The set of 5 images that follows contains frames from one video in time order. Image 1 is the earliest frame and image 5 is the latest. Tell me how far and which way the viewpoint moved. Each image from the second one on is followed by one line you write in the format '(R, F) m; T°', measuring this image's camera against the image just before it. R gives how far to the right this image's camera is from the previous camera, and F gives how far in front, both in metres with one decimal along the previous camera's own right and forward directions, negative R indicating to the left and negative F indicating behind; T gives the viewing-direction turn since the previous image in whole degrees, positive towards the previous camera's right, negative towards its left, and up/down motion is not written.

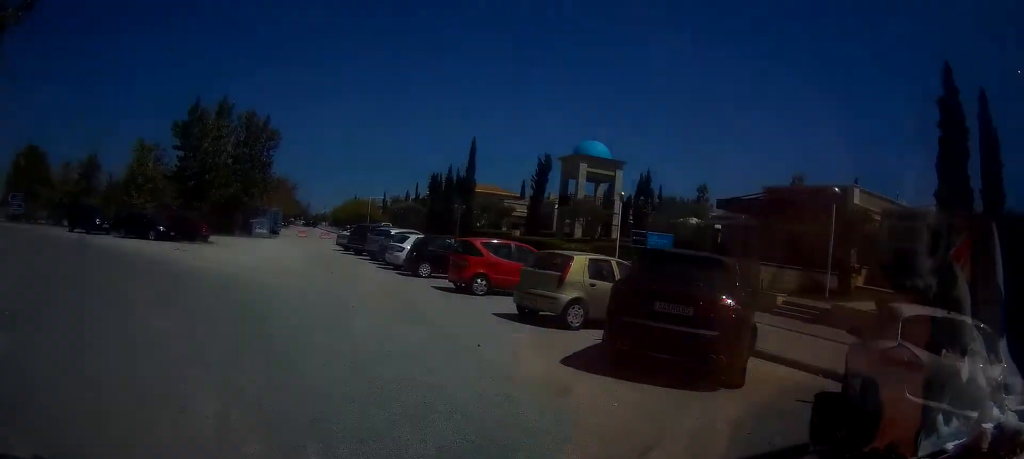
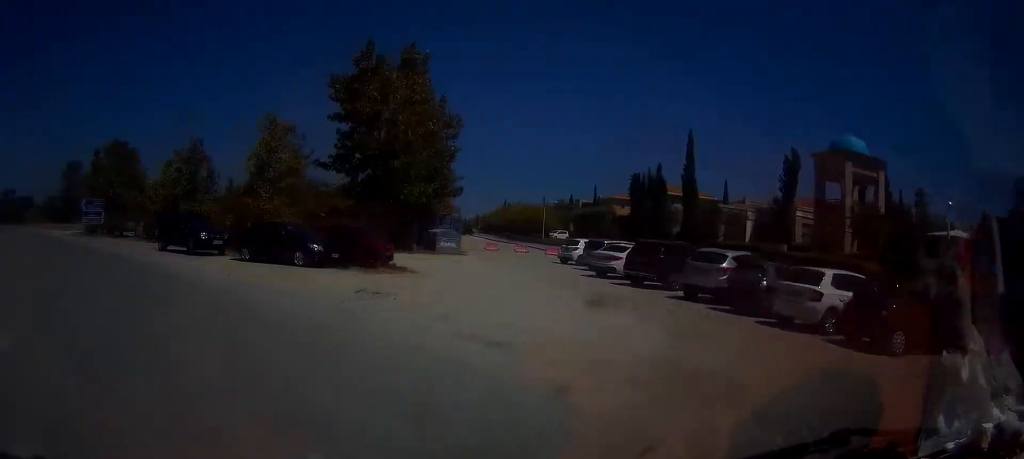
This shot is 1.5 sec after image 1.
(-1.4, +12.3) m; -13°
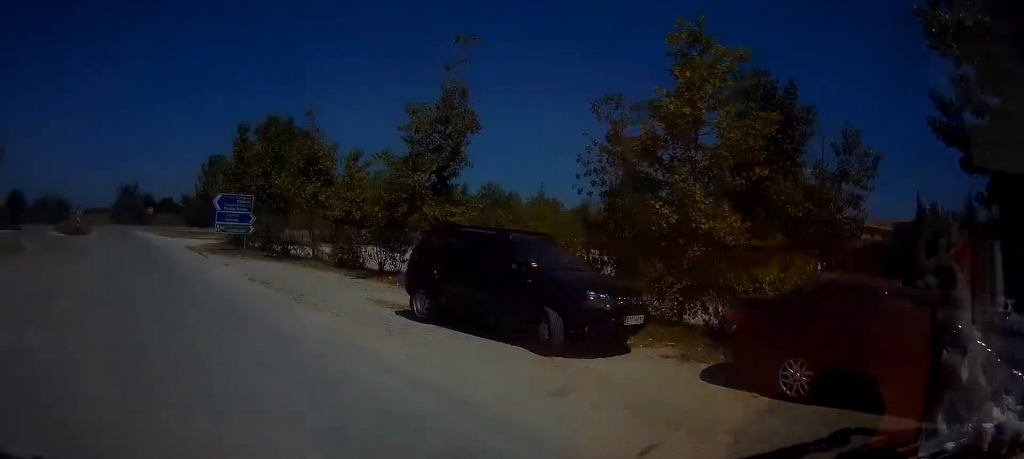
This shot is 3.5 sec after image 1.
(-2.1, +16.3) m; -13°
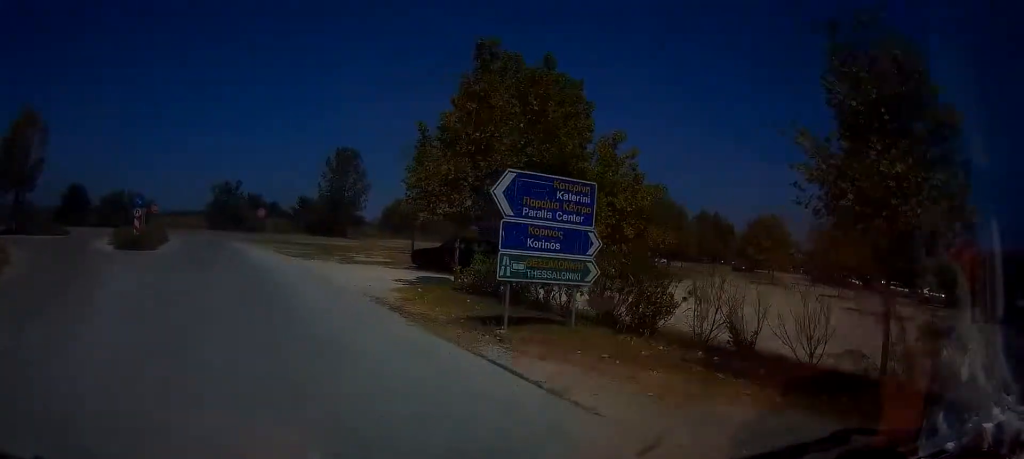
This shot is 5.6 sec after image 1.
(-1.1, +18.0) m; -5°
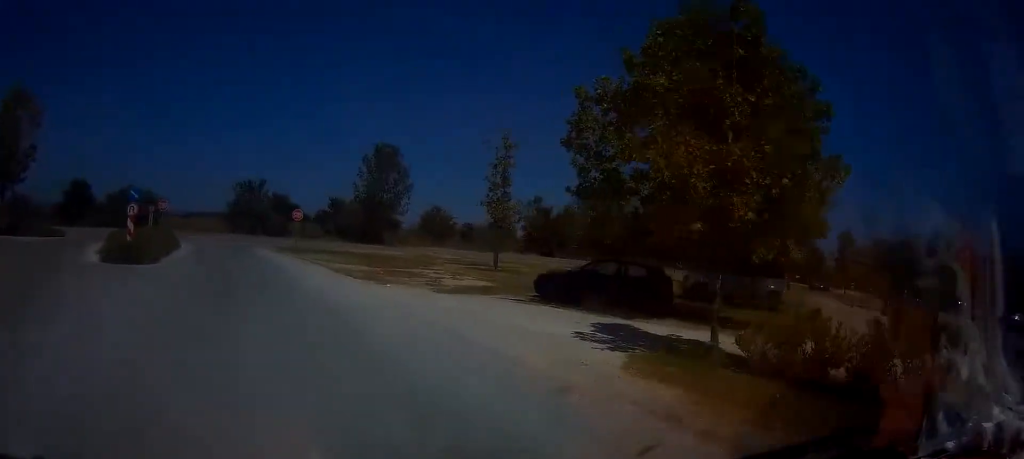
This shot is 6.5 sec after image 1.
(0.0, +7.8) m; 0°
